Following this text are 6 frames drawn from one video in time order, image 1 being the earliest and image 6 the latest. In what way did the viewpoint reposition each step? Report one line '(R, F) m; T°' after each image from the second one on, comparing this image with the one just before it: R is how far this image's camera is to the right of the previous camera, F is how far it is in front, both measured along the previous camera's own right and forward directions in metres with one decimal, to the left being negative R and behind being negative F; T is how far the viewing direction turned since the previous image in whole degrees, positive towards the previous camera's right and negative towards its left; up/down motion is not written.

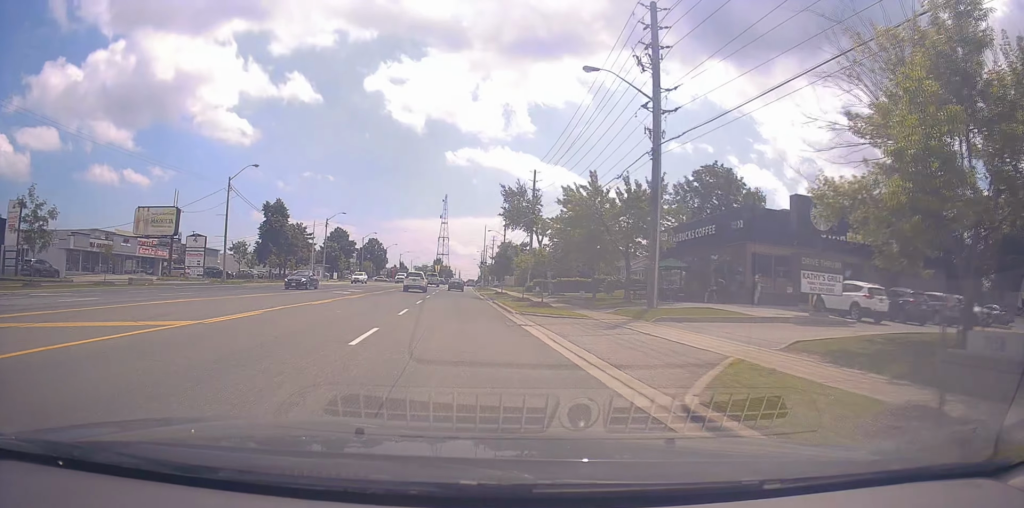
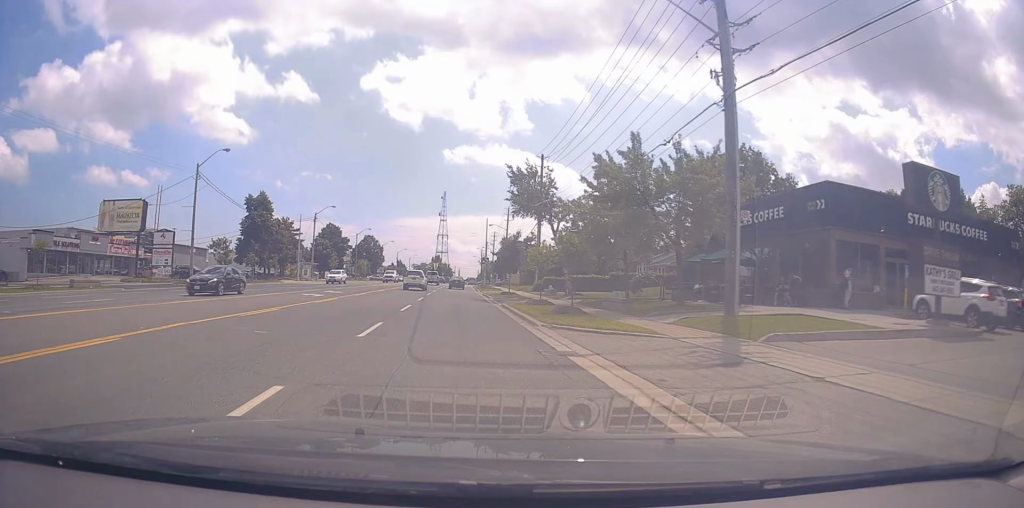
(+0.1, +8.9) m; 0°
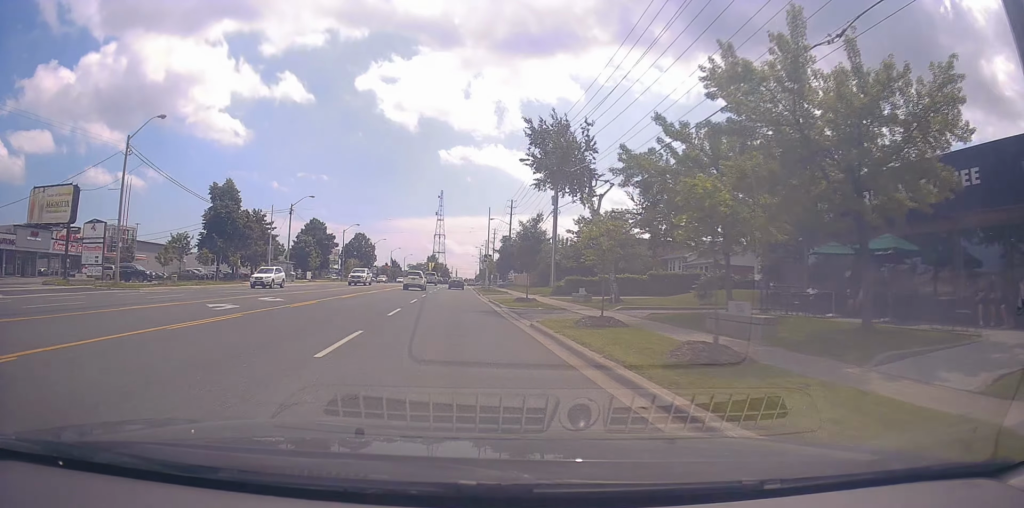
(-0.1, +13.6) m; 0°
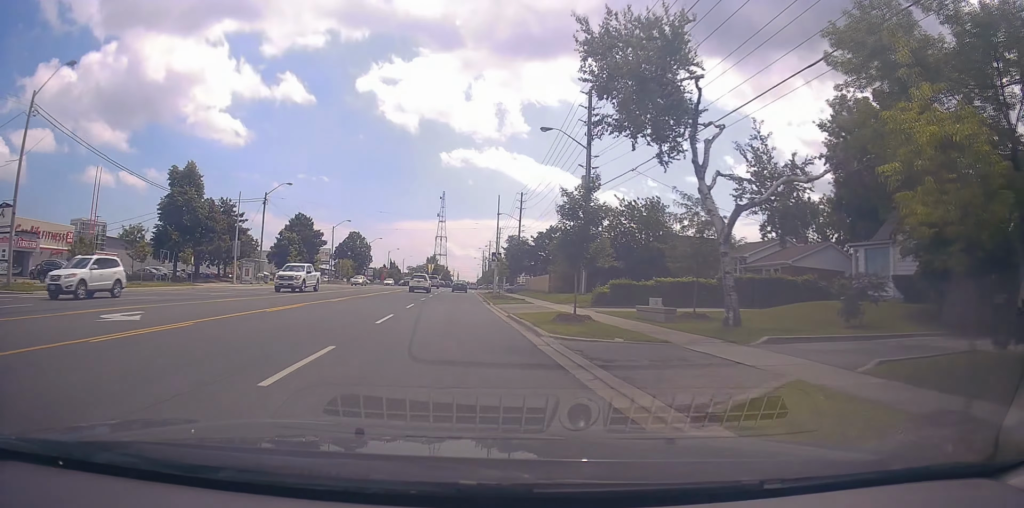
(+0.2, +12.8) m; -2°
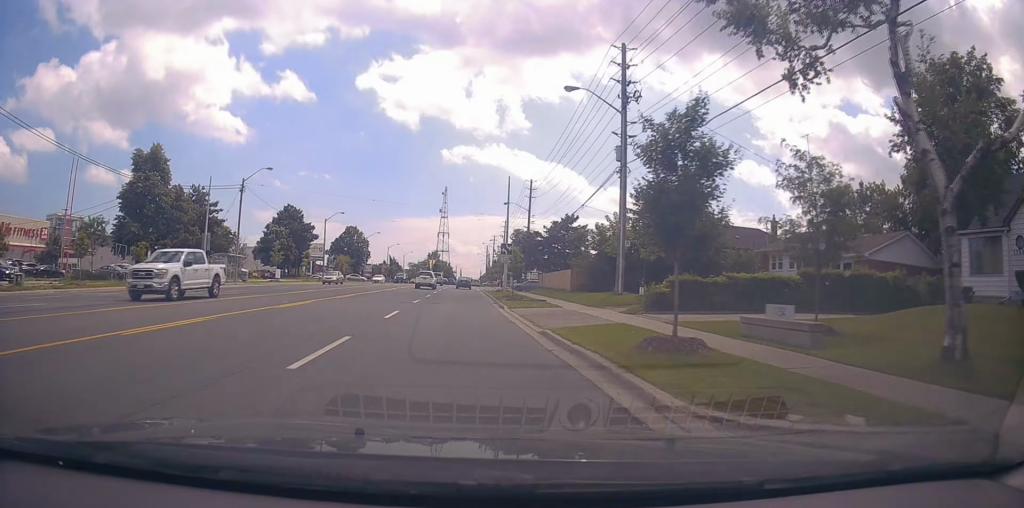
(-0.3, +8.6) m; 0°
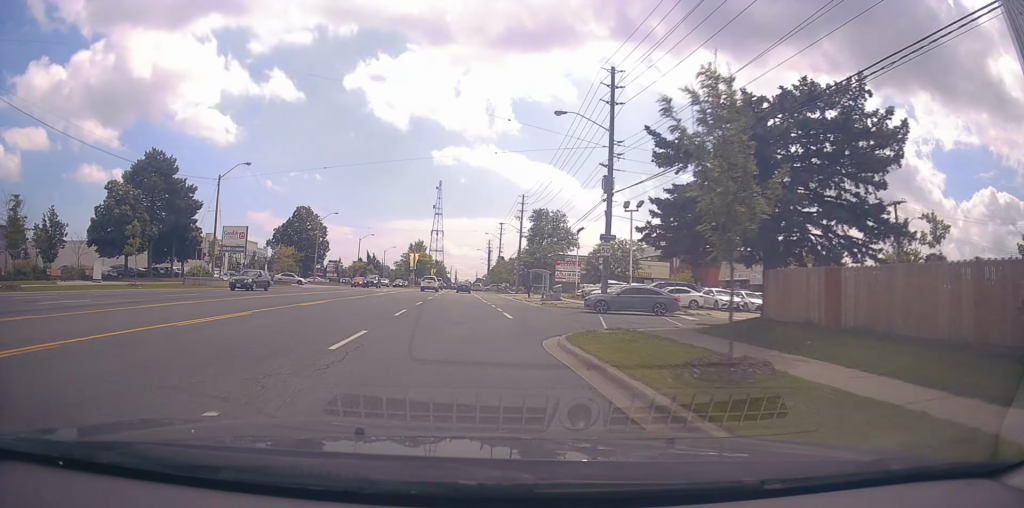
(+0.3, +44.1) m; +1°
